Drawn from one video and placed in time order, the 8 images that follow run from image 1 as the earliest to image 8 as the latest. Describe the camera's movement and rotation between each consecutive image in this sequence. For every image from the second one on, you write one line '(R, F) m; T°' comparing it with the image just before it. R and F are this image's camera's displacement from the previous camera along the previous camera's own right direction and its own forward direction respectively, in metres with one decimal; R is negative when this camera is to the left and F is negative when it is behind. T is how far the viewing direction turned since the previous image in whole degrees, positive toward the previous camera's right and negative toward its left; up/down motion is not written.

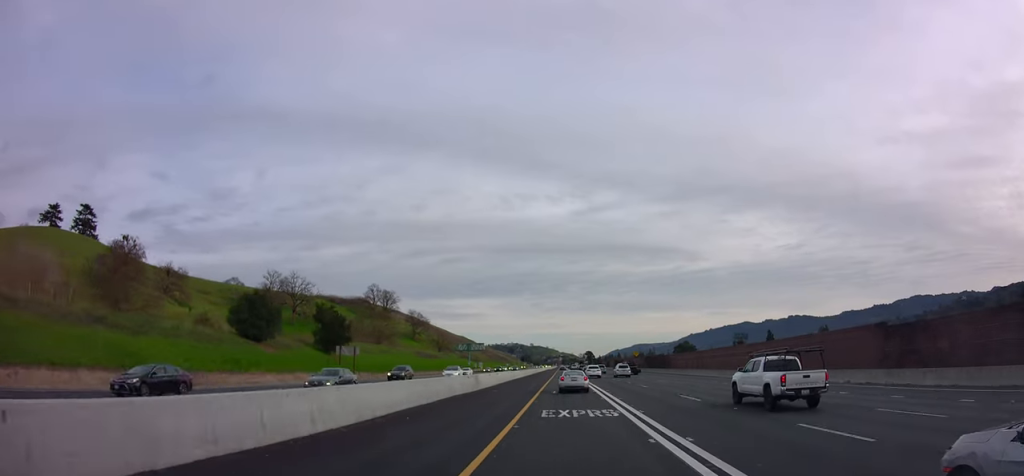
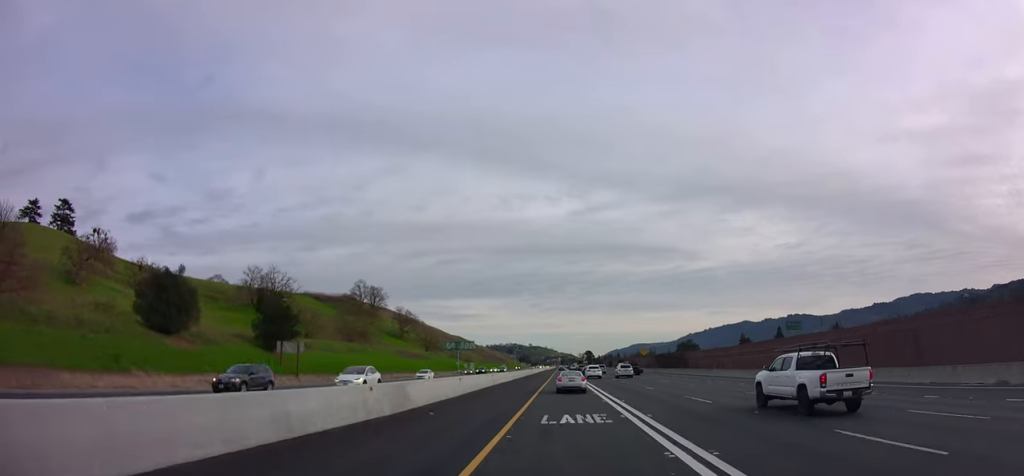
(-0.1, +16.8) m; 0°
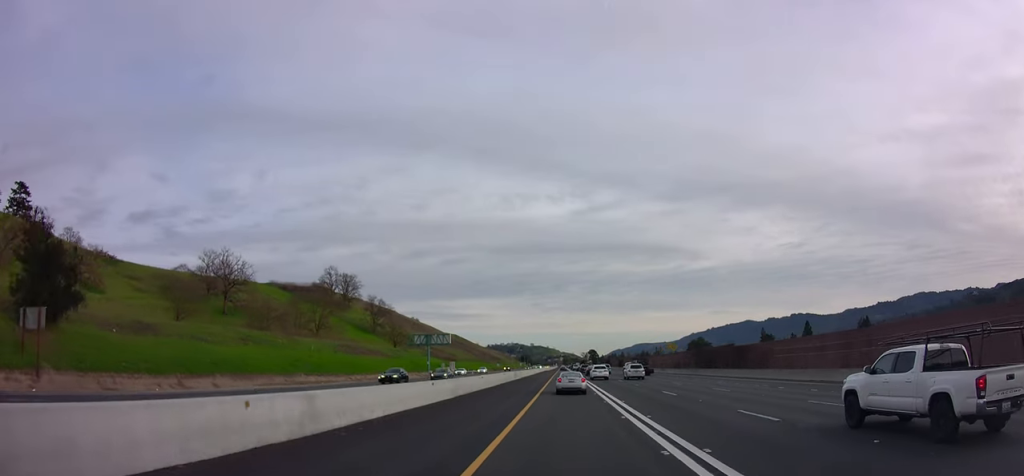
(-0.4, +36.1) m; 0°
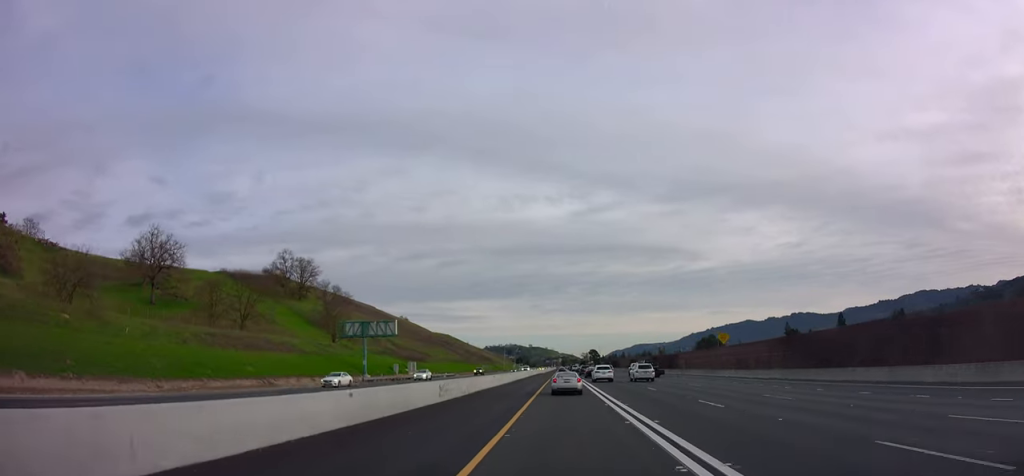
(+0.3, +38.5) m; +1°
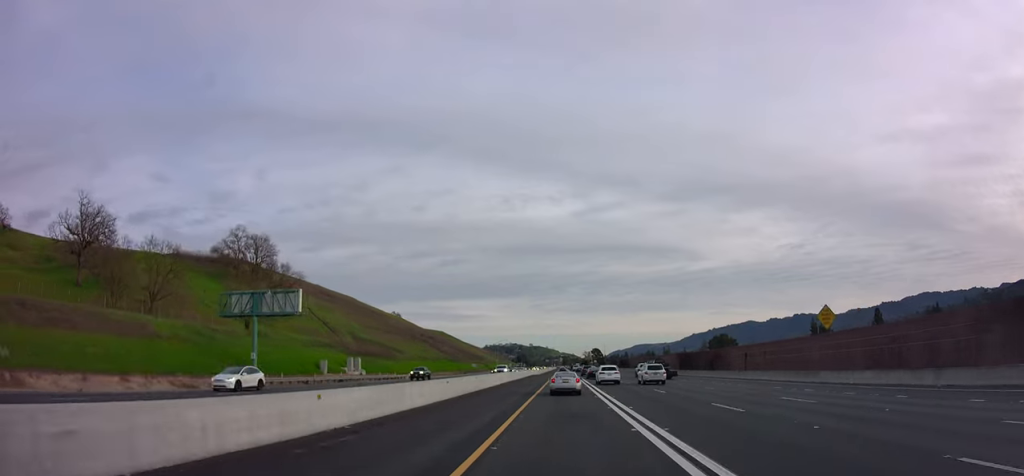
(+0.2, +31.3) m; 0°
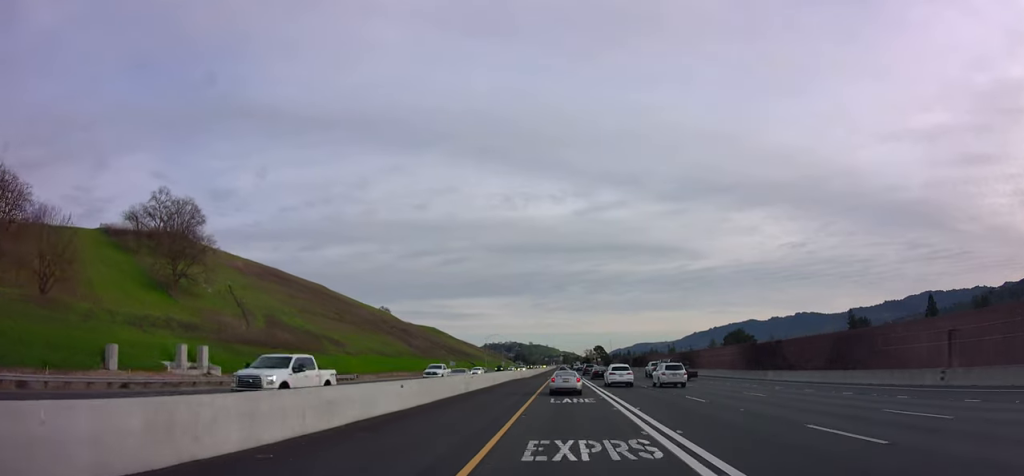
(-0.4, +37.5) m; -1°
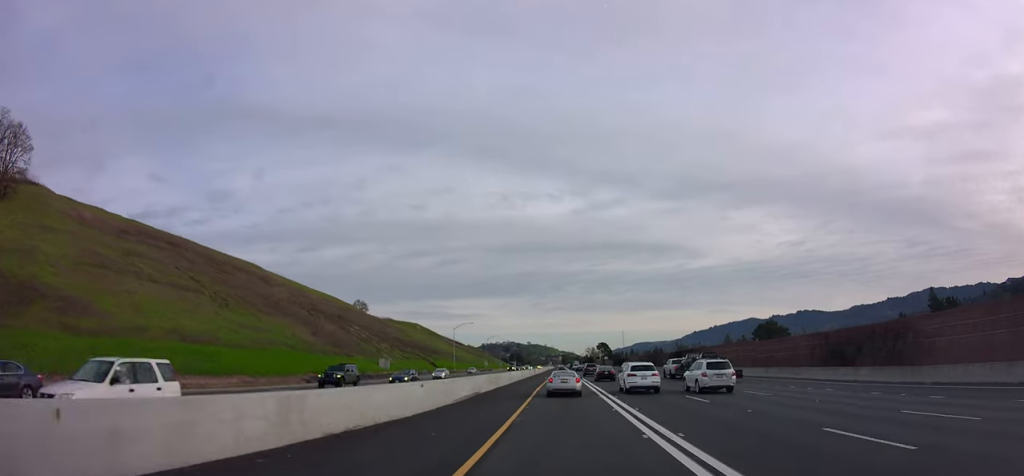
(-0.3, +59.1) m; +1°
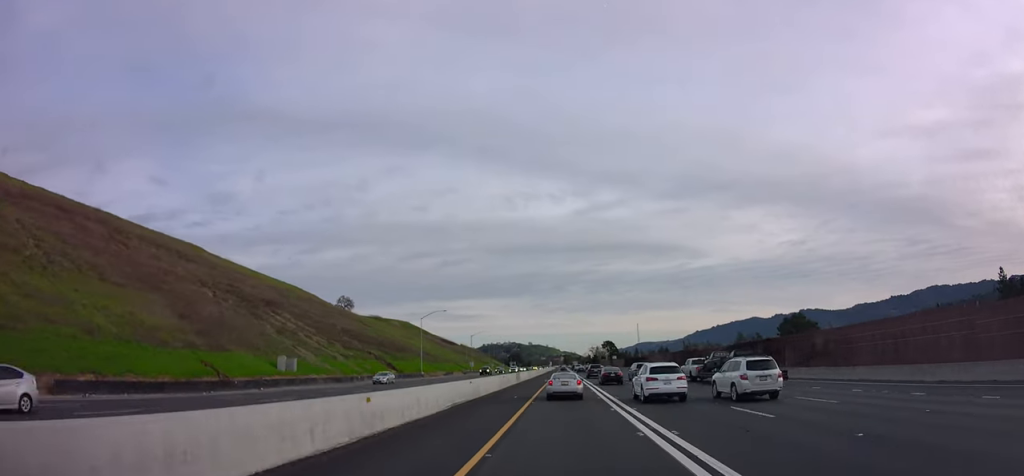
(+0.8, +36.0) m; 0°
